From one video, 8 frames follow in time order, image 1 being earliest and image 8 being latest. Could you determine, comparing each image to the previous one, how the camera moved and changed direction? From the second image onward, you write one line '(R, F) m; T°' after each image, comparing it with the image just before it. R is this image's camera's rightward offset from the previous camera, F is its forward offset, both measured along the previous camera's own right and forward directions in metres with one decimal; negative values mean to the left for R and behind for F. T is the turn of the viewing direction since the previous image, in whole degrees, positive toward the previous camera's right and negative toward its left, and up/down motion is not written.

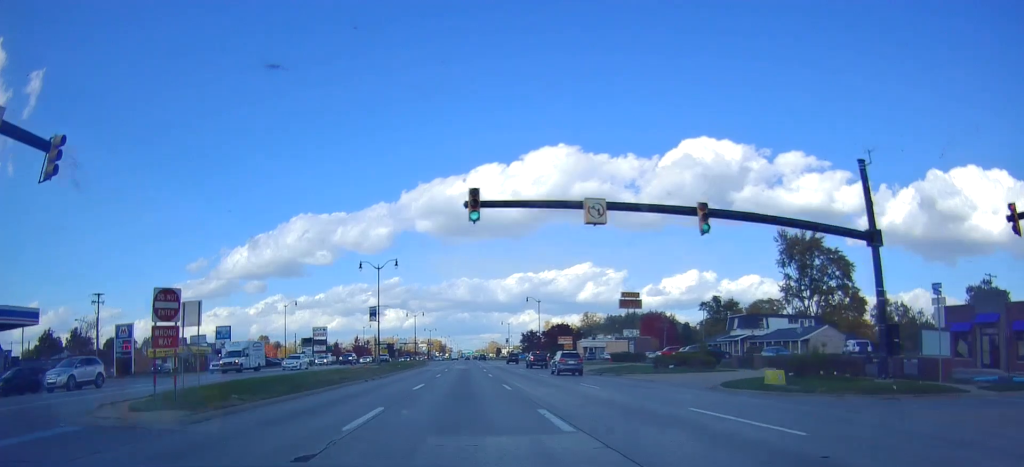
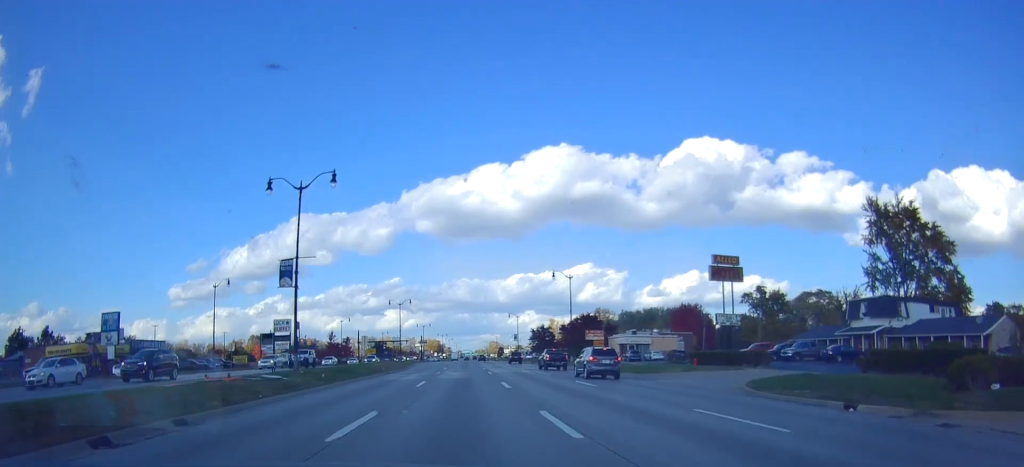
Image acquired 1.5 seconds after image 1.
(+0.4, +29.5) m; 0°
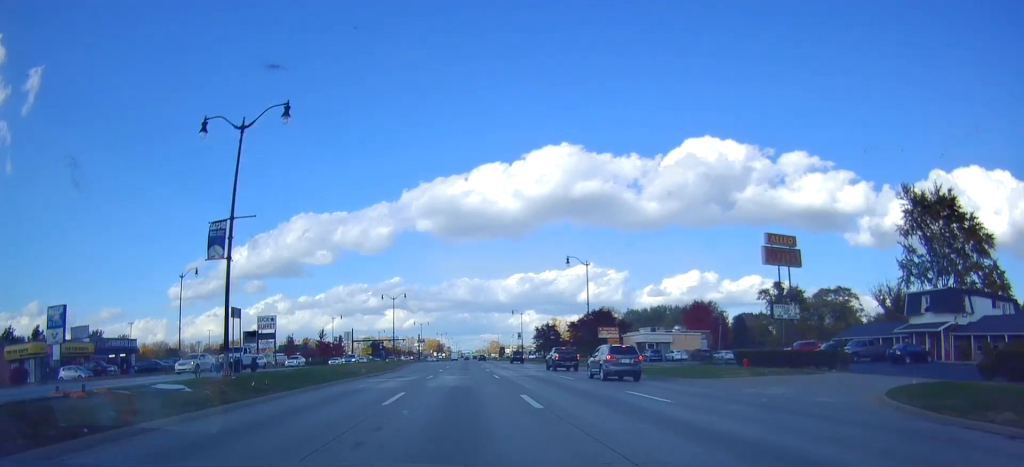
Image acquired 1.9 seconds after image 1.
(-0.4, +9.4) m; 0°
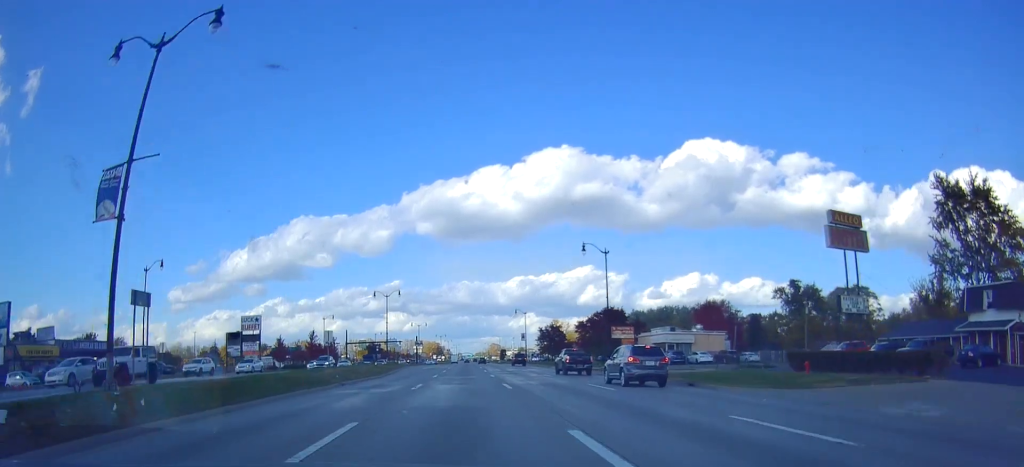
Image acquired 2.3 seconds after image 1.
(-0.3, +8.1) m; 0°
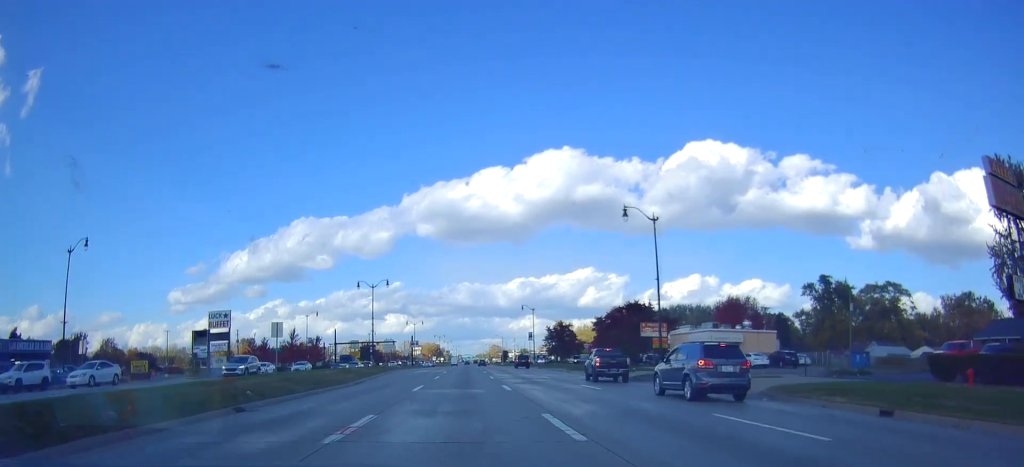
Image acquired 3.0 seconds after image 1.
(+0.4, +13.4) m; +1°
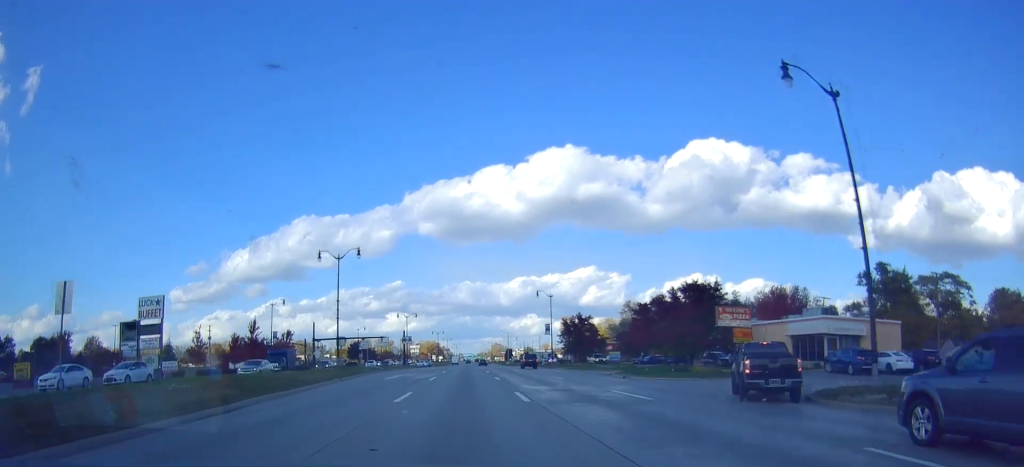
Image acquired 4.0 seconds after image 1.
(+0.1, +20.7) m; +1°
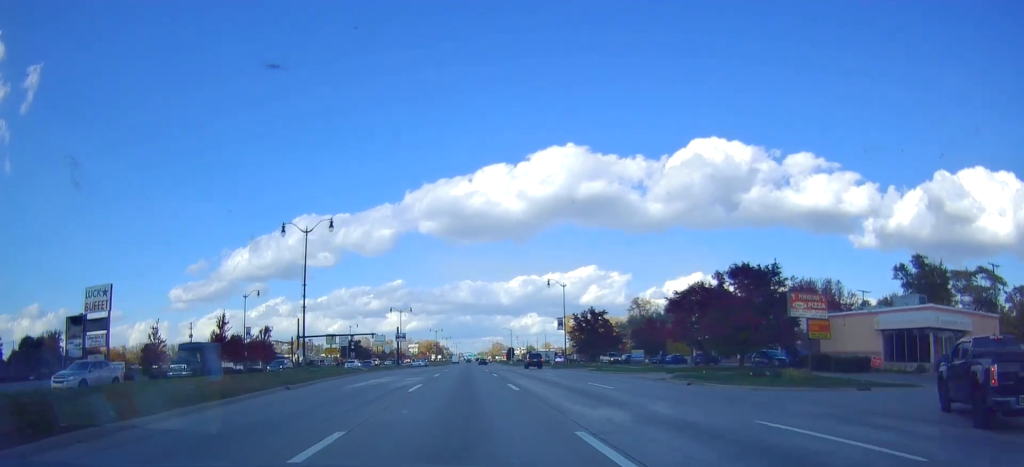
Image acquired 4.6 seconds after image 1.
(-0.1, +11.3) m; 0°
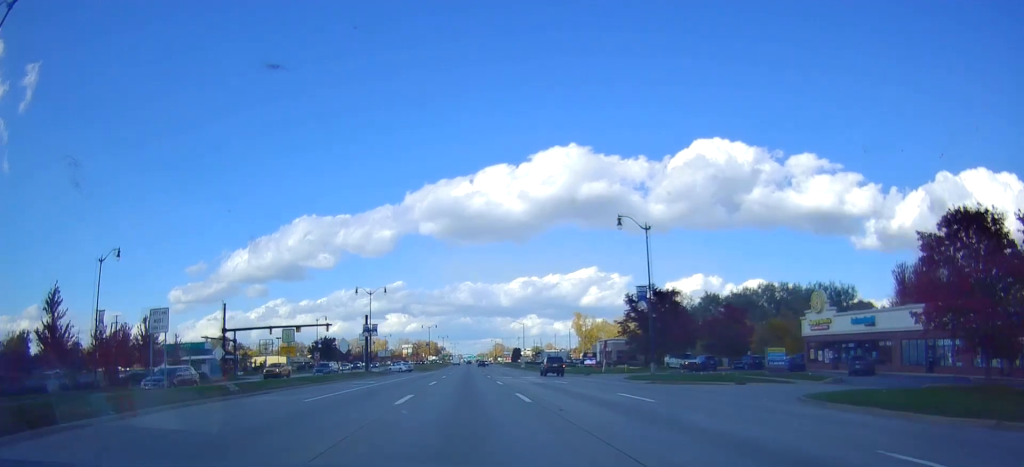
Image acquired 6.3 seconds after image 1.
(+0.6, +34.7) m; -1°
